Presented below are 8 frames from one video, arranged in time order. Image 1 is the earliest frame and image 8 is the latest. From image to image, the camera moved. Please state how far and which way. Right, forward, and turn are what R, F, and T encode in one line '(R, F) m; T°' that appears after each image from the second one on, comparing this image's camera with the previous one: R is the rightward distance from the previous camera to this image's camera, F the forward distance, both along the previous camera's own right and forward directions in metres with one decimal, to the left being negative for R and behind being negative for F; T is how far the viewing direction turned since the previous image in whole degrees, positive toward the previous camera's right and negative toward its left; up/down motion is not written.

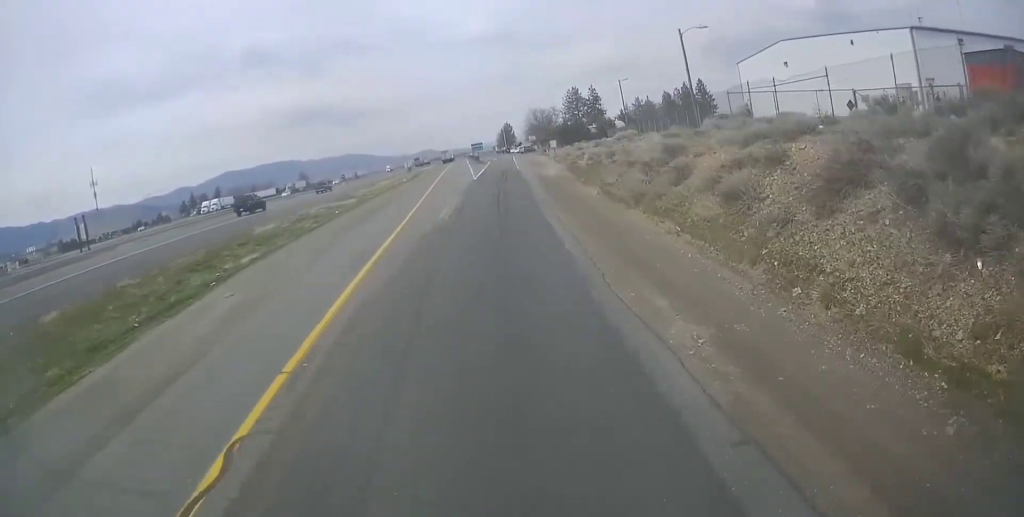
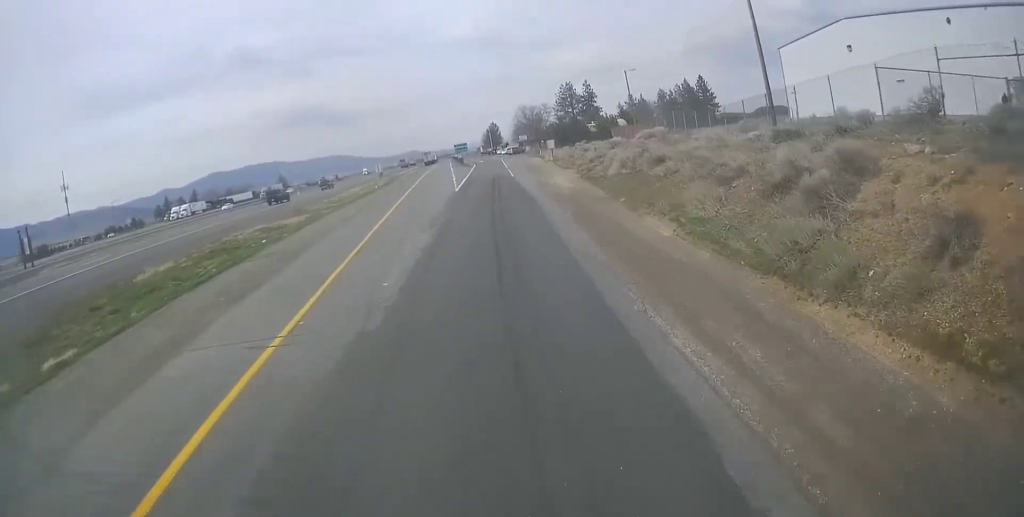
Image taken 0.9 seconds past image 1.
(0.0, +12.8) m; +1°
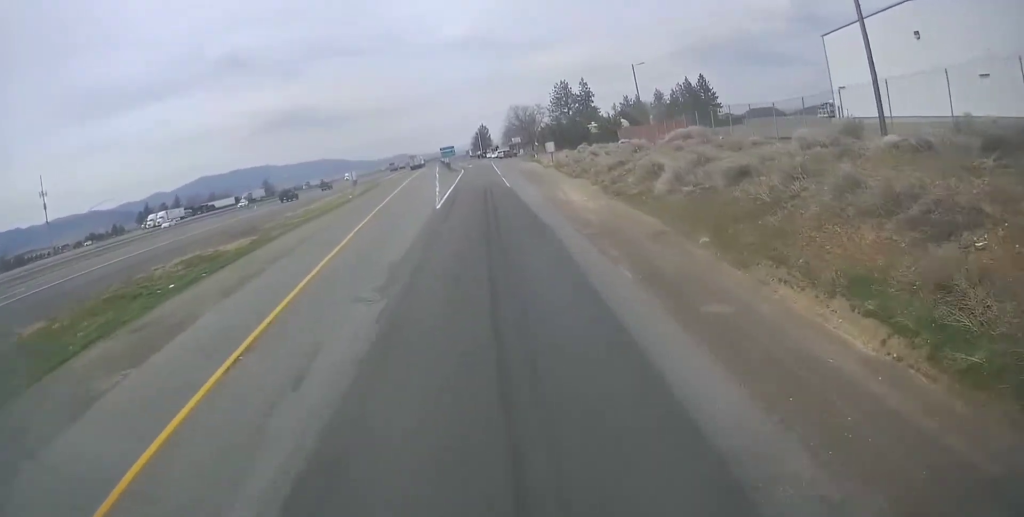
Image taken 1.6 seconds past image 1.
(0.0, +9.7) m; +1°
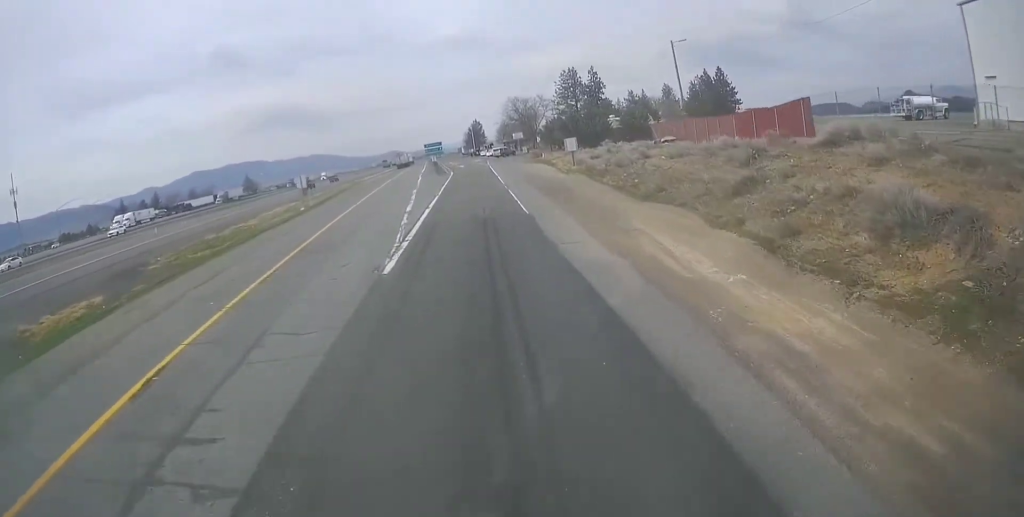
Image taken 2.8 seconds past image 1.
(+0.2, +16.5) m; +1°
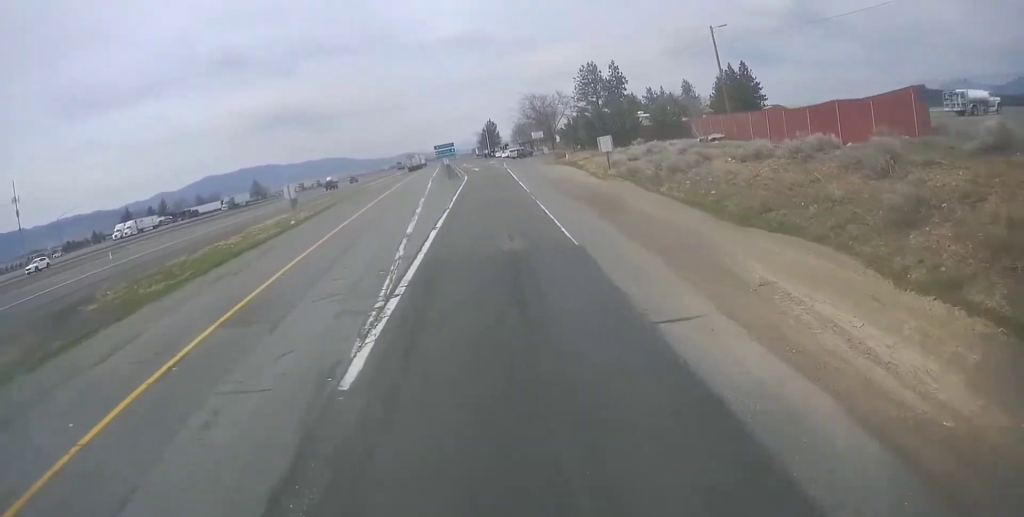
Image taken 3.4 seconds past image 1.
(-0.2, +7.3) m; 0°
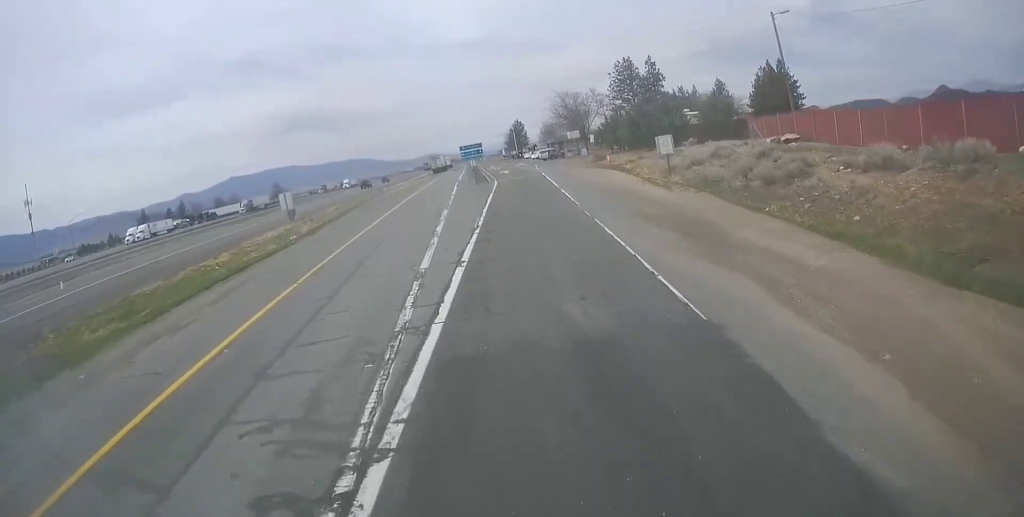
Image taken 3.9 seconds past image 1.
(+0.3, +6.4) m; +1°
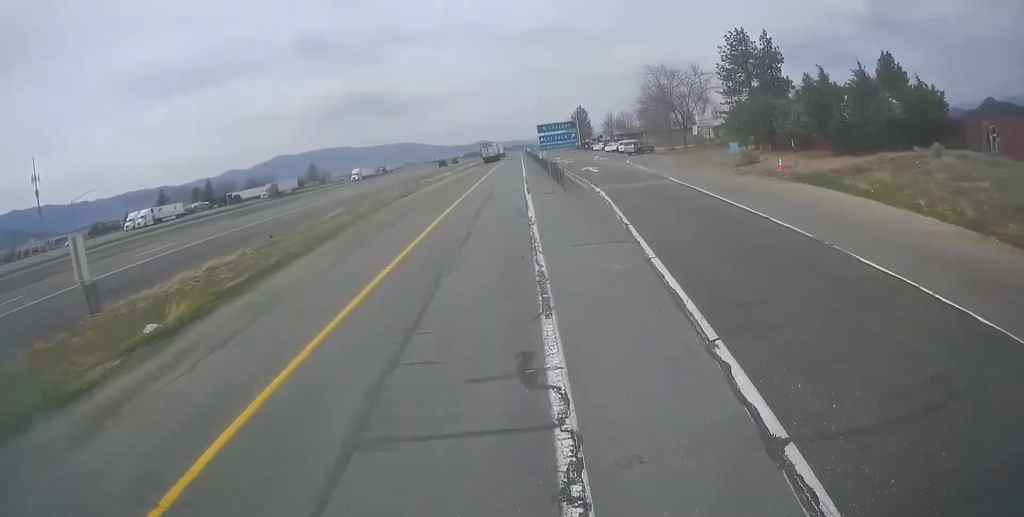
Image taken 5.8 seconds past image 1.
(-0.9, +21.3) m; -7°
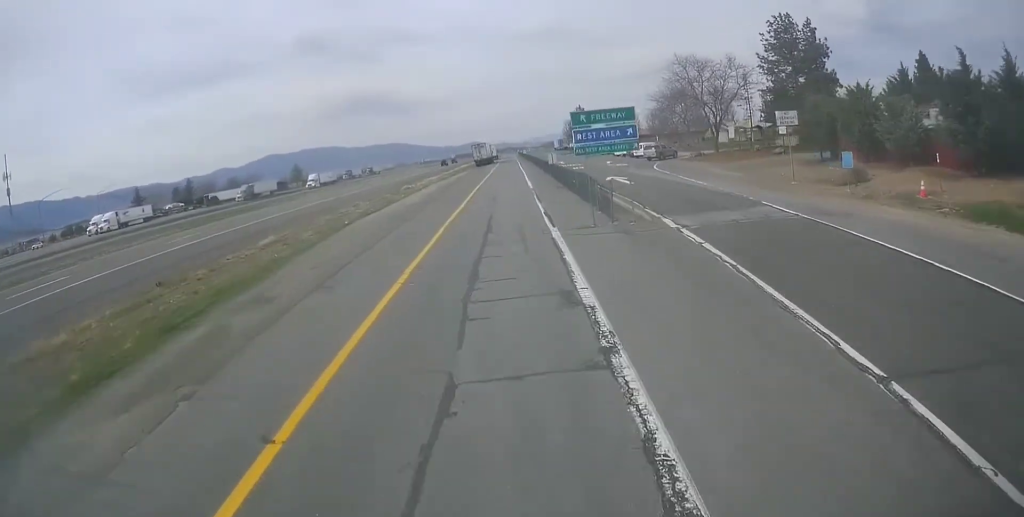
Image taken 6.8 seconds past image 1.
(-0.4, +11.6) m; -1°
